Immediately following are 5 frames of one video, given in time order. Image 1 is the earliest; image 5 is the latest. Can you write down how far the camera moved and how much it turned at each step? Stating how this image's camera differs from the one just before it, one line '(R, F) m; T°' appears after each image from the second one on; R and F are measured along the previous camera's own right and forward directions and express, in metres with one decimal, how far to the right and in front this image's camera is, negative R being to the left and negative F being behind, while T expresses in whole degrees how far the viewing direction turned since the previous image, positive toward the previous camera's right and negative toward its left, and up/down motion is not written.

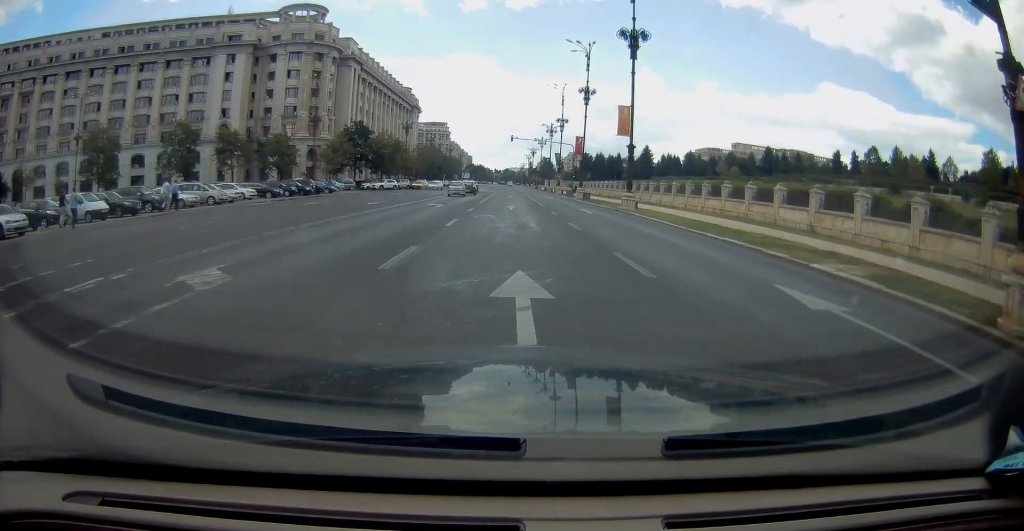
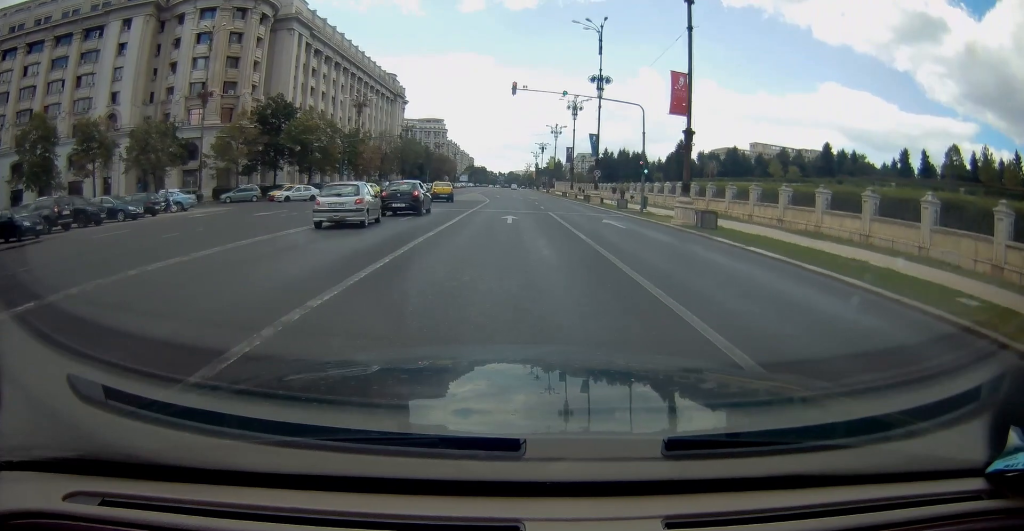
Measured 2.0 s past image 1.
(-0.1, +36.2) m; -1°
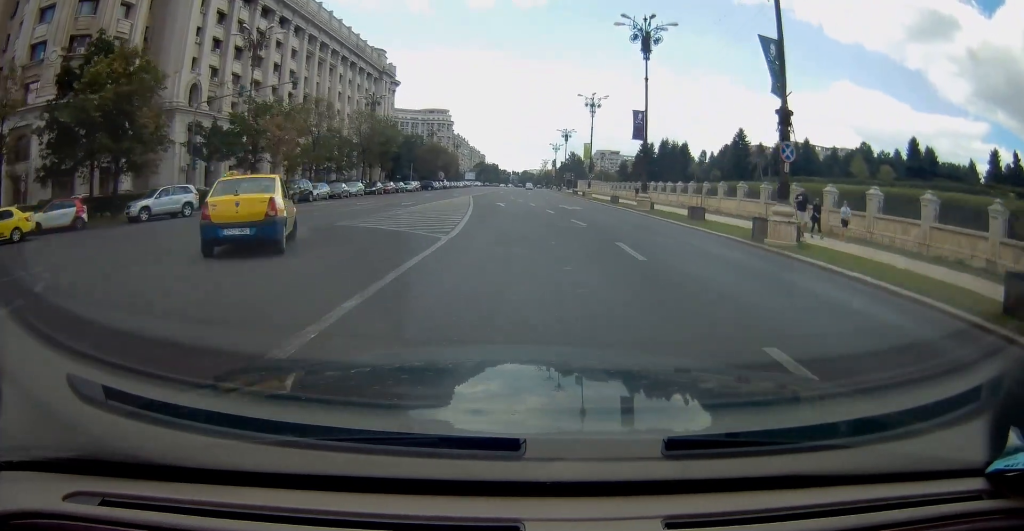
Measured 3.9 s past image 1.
(-0.4, +34.3) m; -1°
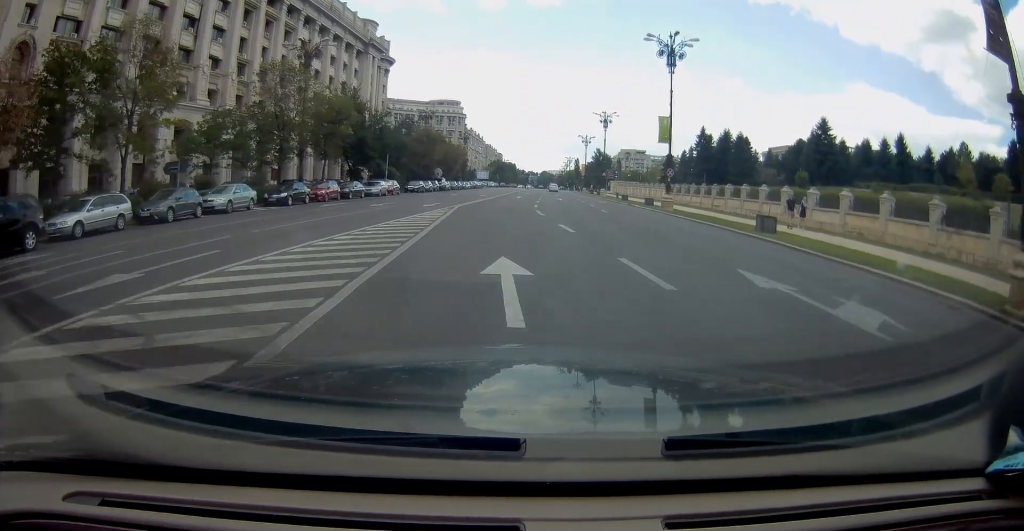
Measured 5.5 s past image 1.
(-0.4, +29.8) m; -1°
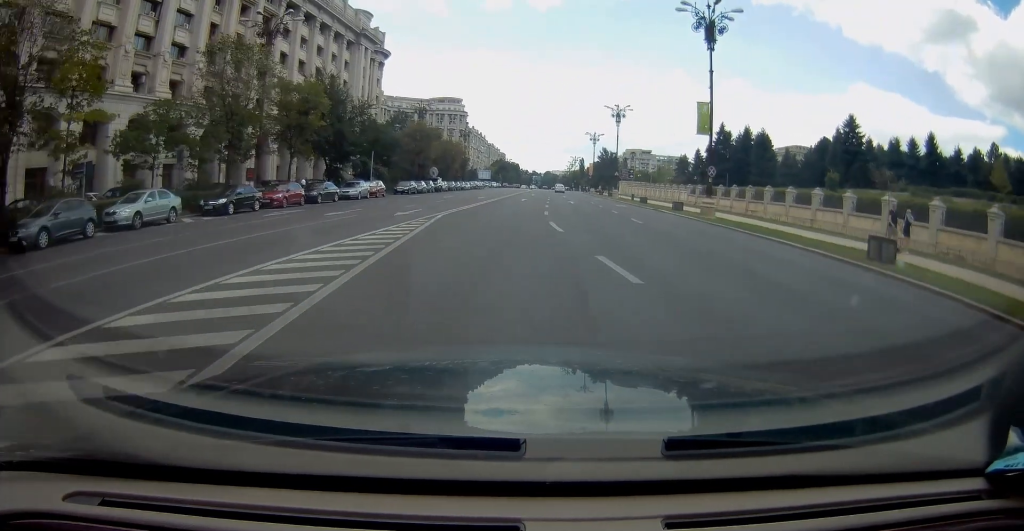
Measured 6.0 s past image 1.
(0.0, +8.2) m; 0°
